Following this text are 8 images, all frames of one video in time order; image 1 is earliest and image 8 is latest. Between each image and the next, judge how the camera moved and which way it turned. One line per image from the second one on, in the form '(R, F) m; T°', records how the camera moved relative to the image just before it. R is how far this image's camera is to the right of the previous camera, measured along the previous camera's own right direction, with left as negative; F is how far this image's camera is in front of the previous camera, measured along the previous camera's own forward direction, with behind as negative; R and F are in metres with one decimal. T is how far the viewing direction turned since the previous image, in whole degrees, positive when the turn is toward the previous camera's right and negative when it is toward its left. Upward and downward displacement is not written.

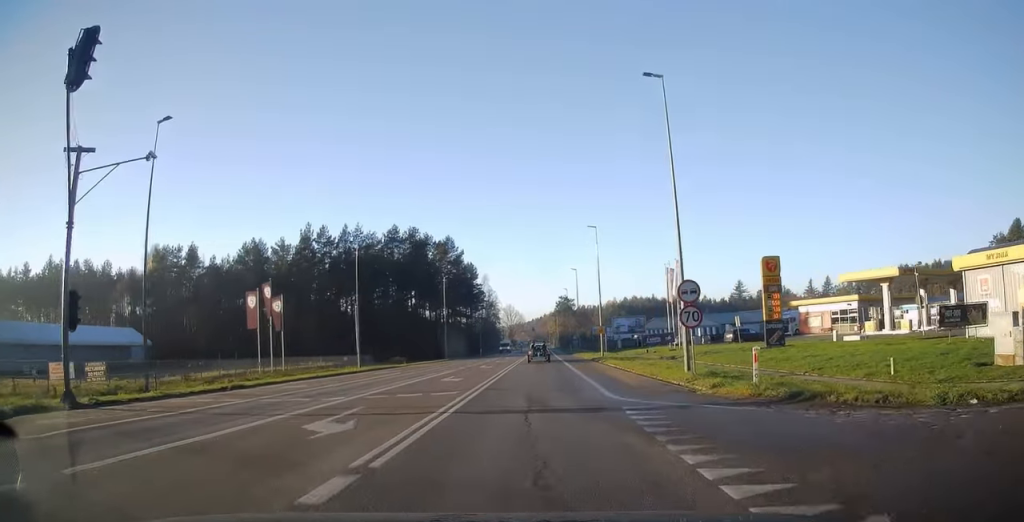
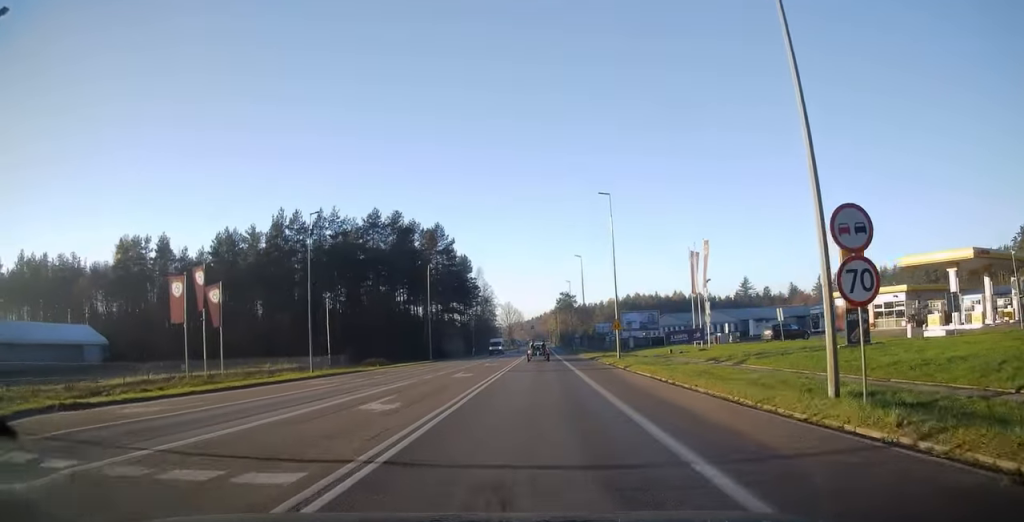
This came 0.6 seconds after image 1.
(0.0, +11.4) m; 0°
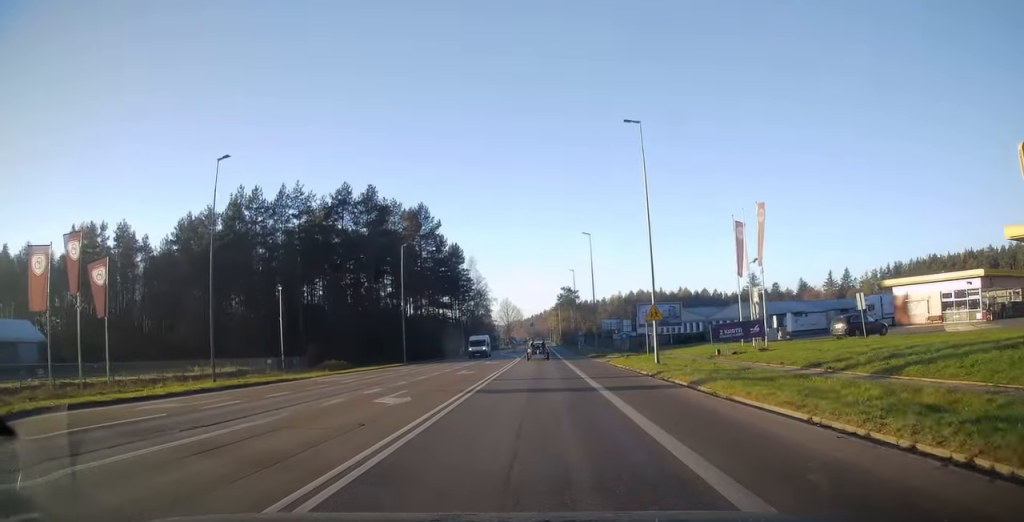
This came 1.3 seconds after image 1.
(-0.1, +13.7) m; 0°
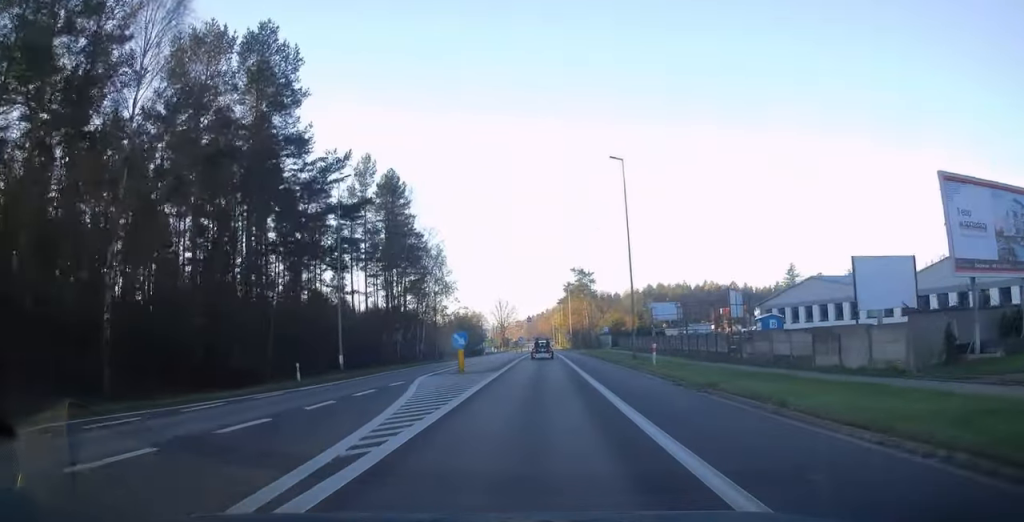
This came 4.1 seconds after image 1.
(+0.4, +53.6) m; 0°
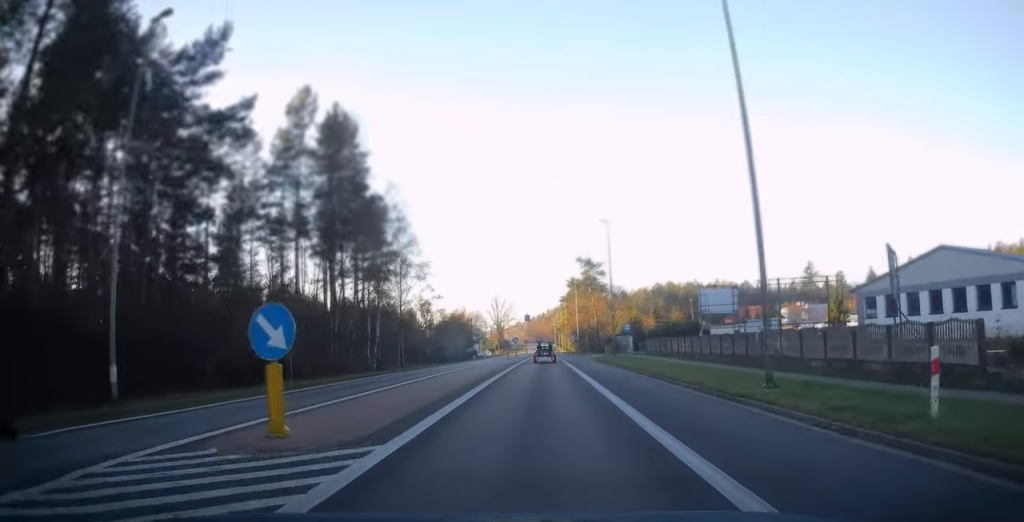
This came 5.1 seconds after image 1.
(-0.1, +19.9) m; -1°
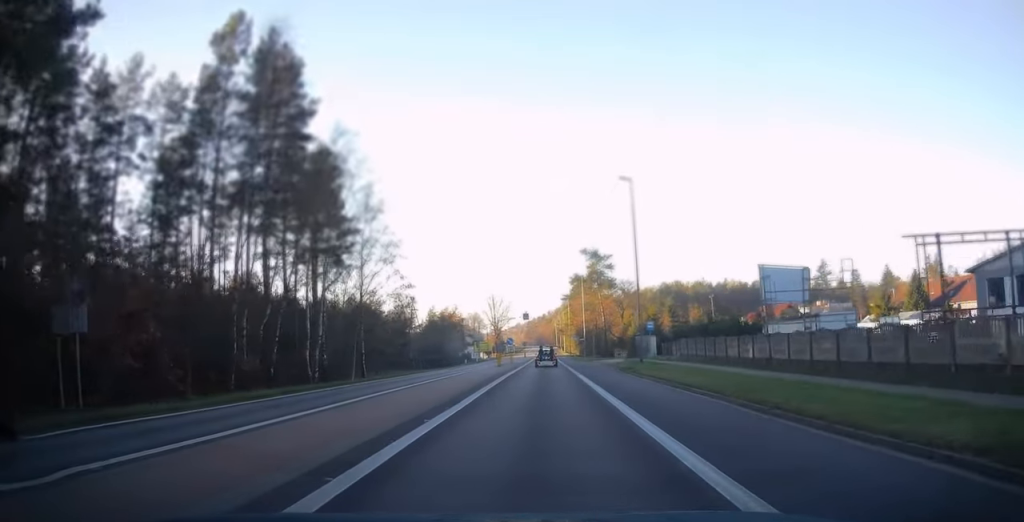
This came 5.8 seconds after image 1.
(0.0, +13.5) m; 0°
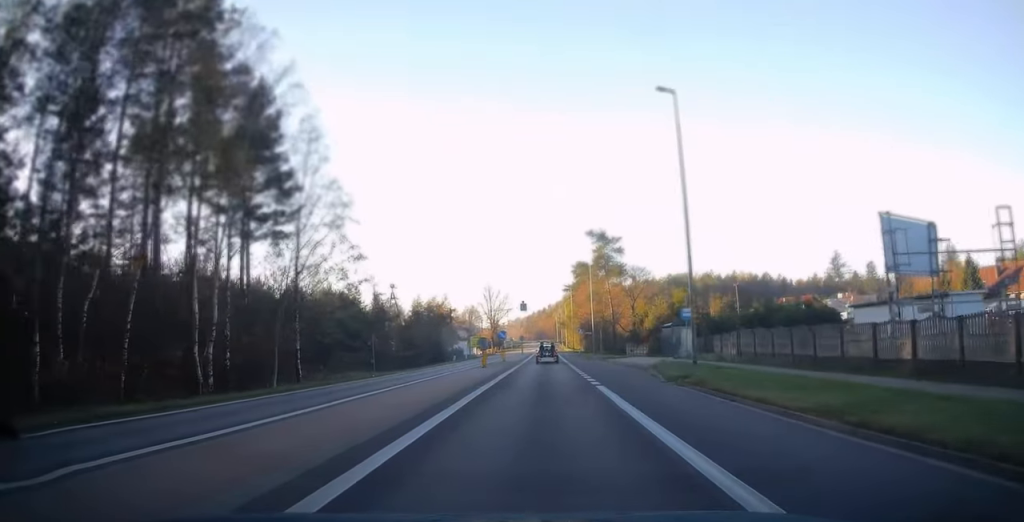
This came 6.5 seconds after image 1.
(0.0, +12.8) m; 0°
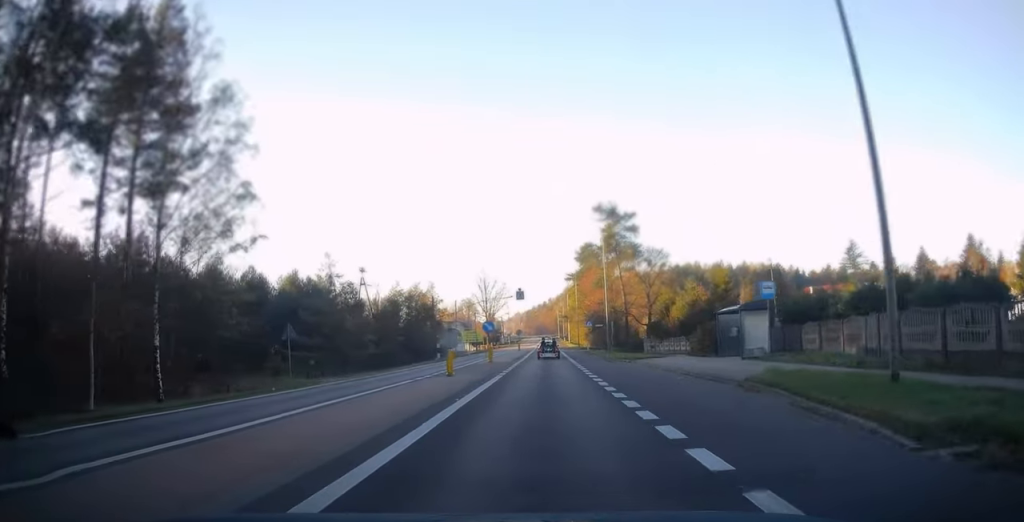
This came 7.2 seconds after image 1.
(0.0, +13.8) m; 0°
